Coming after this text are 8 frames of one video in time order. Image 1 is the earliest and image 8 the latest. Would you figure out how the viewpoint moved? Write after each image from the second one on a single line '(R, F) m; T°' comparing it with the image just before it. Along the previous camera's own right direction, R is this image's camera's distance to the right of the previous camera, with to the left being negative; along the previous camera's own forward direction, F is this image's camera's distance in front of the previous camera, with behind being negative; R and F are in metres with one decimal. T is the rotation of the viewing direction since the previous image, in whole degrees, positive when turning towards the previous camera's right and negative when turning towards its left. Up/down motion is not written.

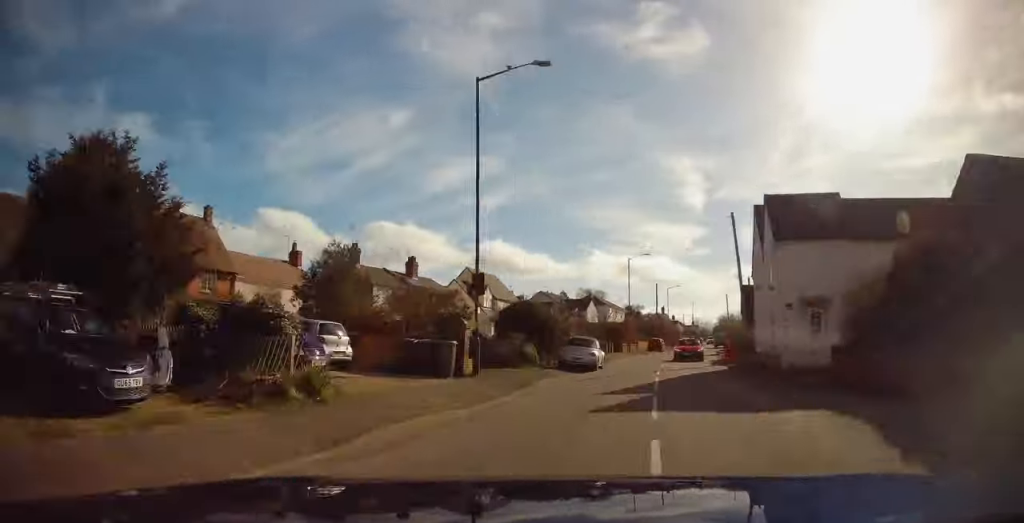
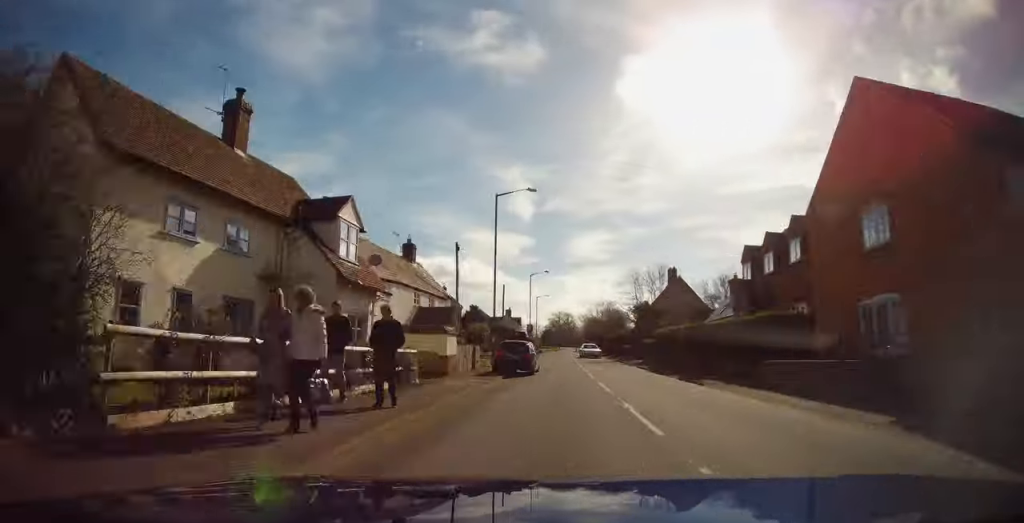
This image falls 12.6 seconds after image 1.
(+12.1, +100.1) m; +9°
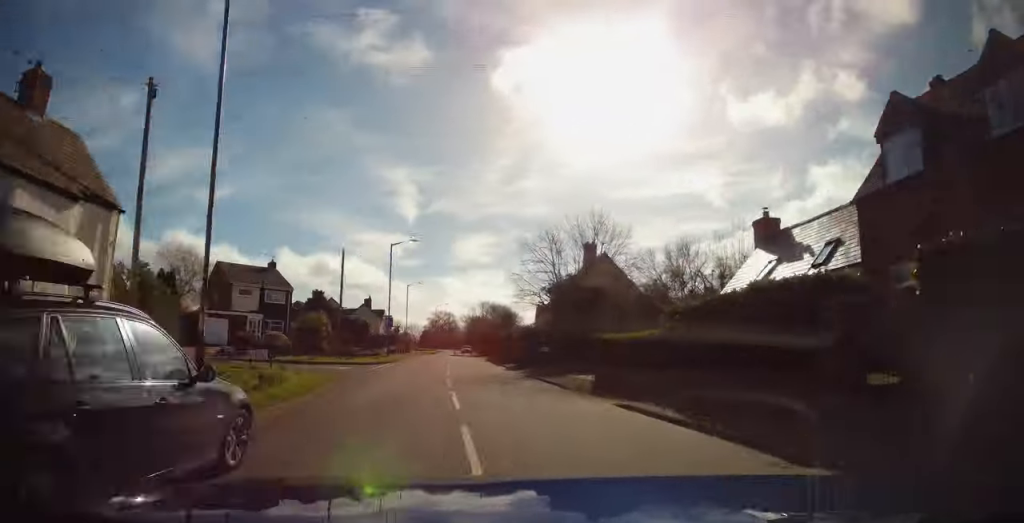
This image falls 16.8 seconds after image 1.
(+0.2, +33.4) m; +1°
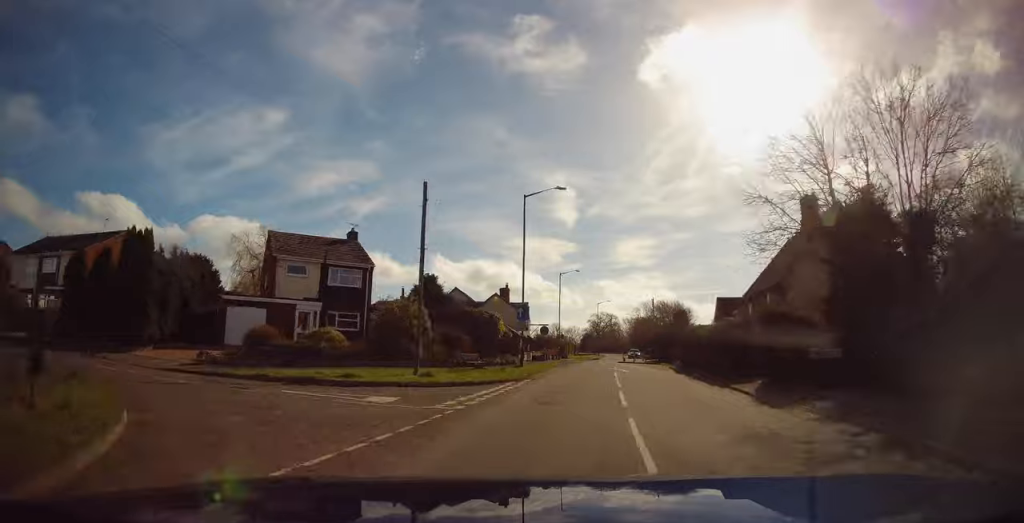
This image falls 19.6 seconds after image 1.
(0.0, +23.3) m; 0°
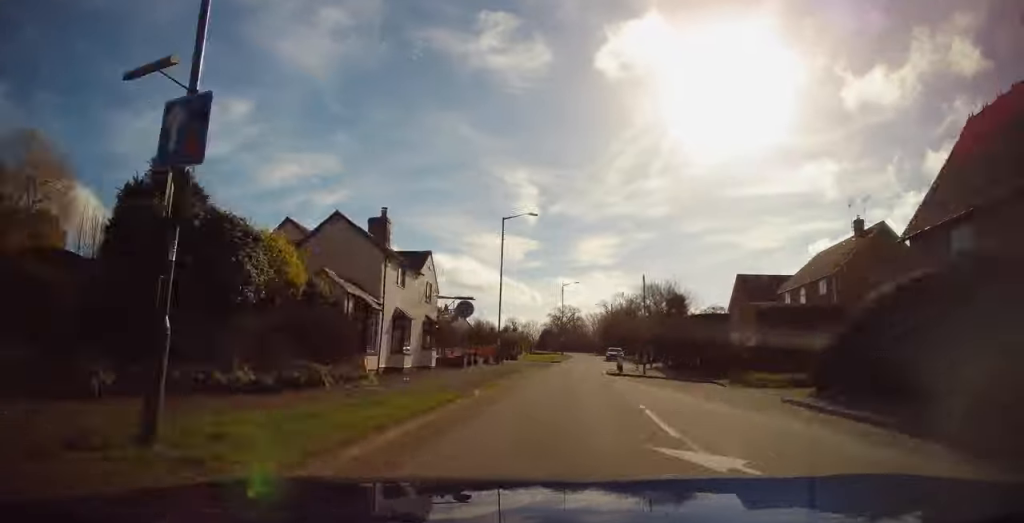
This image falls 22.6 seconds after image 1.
(+0.2, +28.9) m; 0°
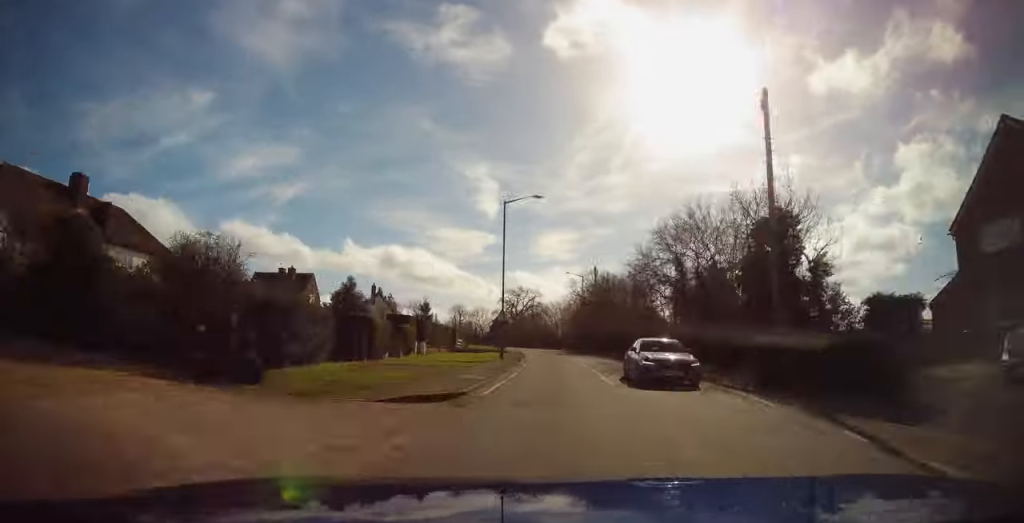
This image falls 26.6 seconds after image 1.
(0.0, +42.2) m; -2°
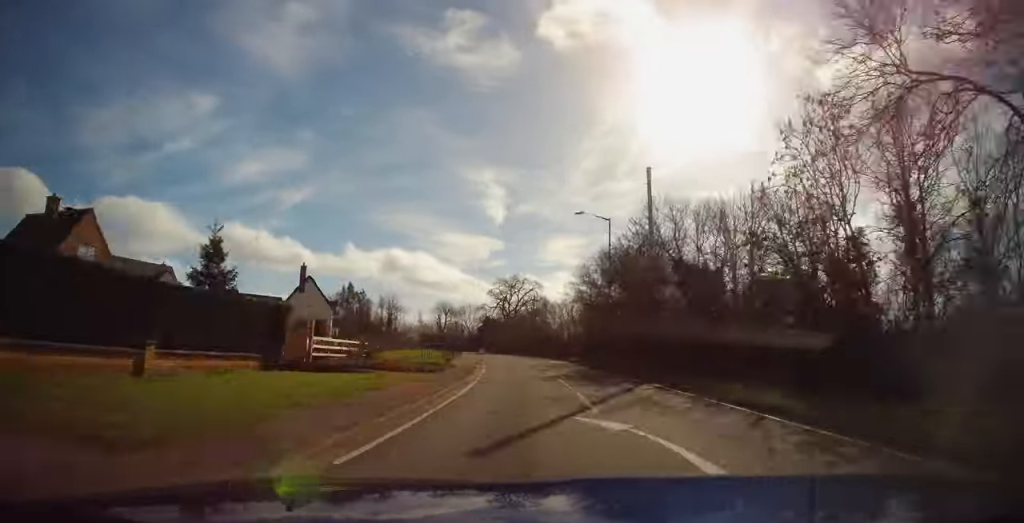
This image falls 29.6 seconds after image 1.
(+1.0, +35.6) m; -4°
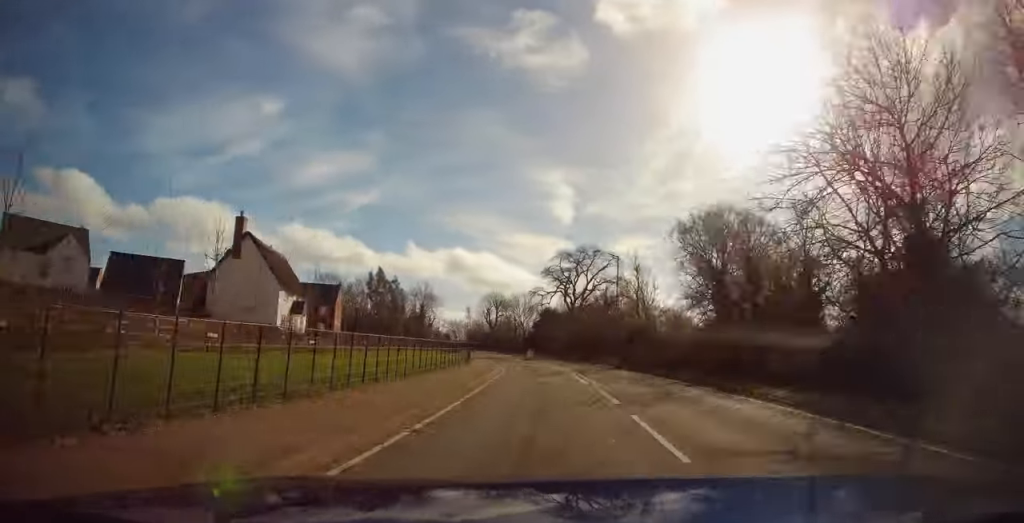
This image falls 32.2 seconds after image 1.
(-0.8, +33.5) m; -5°
